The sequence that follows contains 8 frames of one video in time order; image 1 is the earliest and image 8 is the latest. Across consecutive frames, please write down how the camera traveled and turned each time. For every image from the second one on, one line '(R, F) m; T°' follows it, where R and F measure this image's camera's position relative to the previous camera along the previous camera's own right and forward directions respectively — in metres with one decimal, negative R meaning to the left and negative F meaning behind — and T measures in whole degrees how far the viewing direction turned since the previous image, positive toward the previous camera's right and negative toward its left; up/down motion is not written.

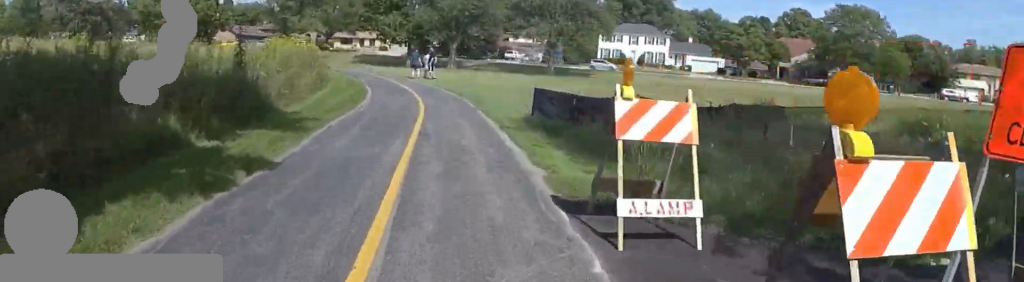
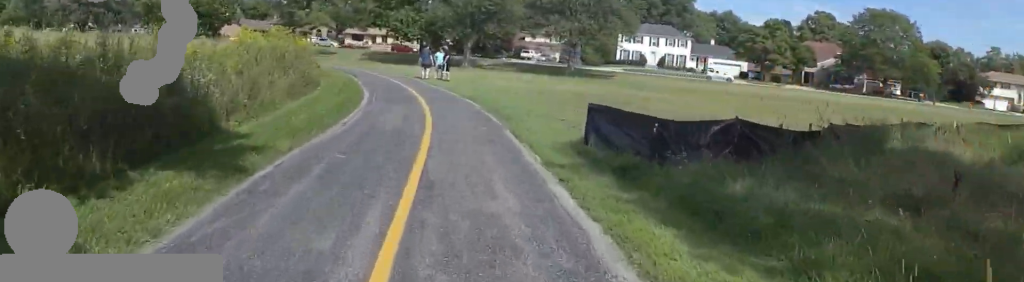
(0.0, +3.7) m; +2°
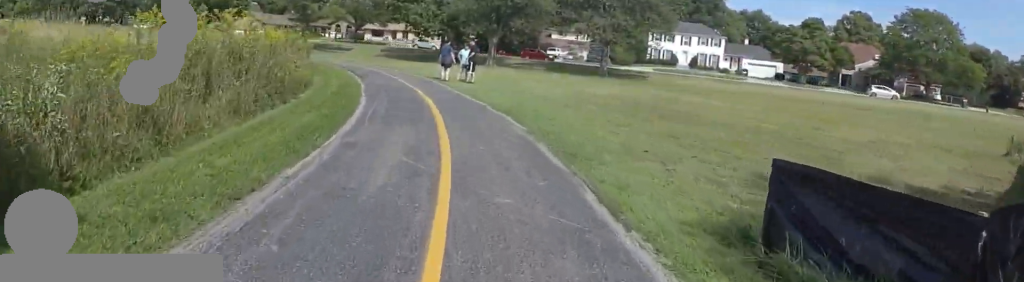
(+0.4, +4.8) m; 0°
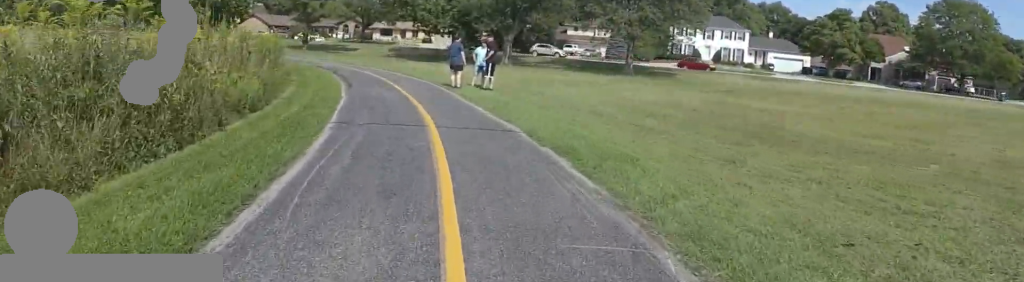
(-0.2, +5.0) m; 0°
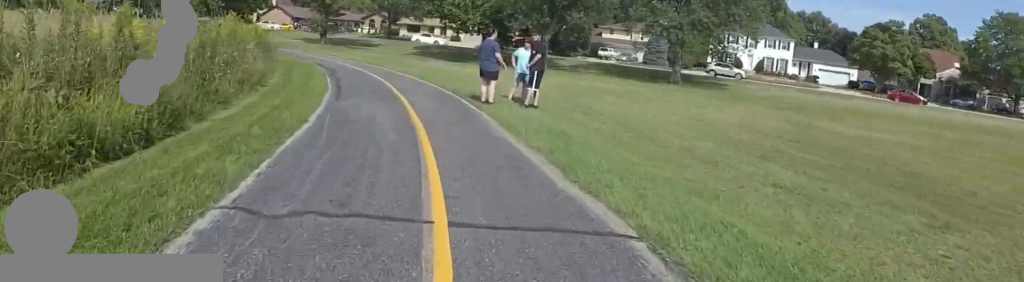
(0.0, +5.2) m; 0°
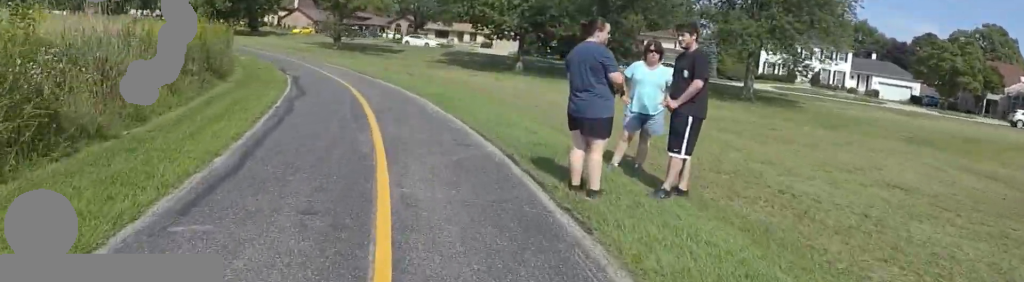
(0.0, +7.5) m; -4°
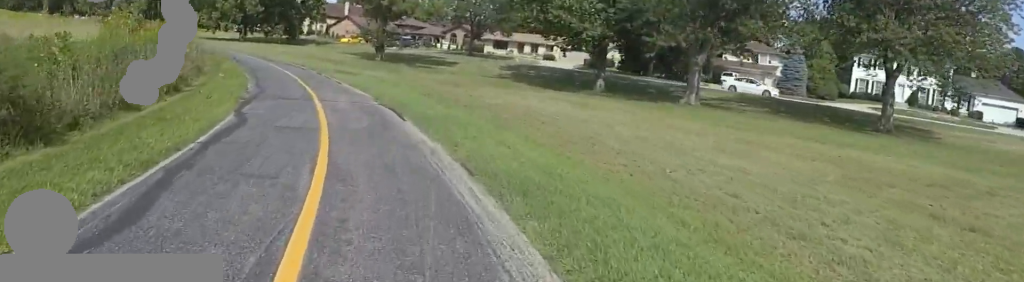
(-0.5, +8.5) m; -13°
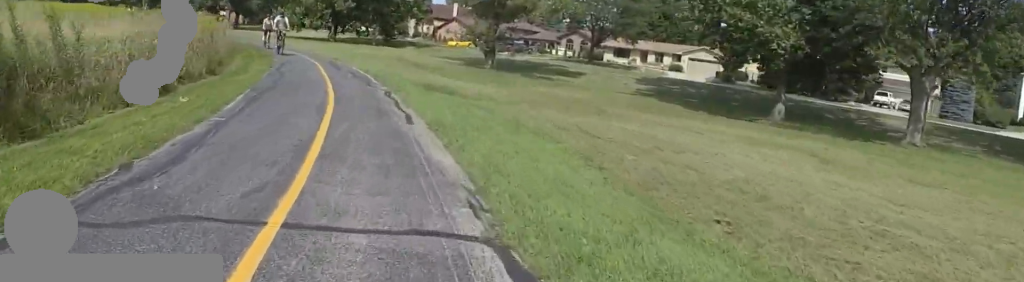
(-0.6, +9.2) m; -4°
